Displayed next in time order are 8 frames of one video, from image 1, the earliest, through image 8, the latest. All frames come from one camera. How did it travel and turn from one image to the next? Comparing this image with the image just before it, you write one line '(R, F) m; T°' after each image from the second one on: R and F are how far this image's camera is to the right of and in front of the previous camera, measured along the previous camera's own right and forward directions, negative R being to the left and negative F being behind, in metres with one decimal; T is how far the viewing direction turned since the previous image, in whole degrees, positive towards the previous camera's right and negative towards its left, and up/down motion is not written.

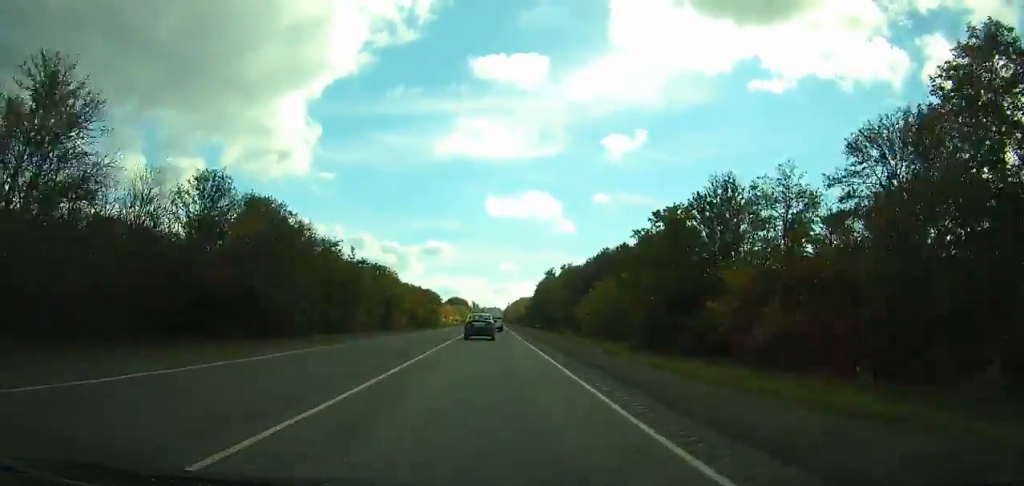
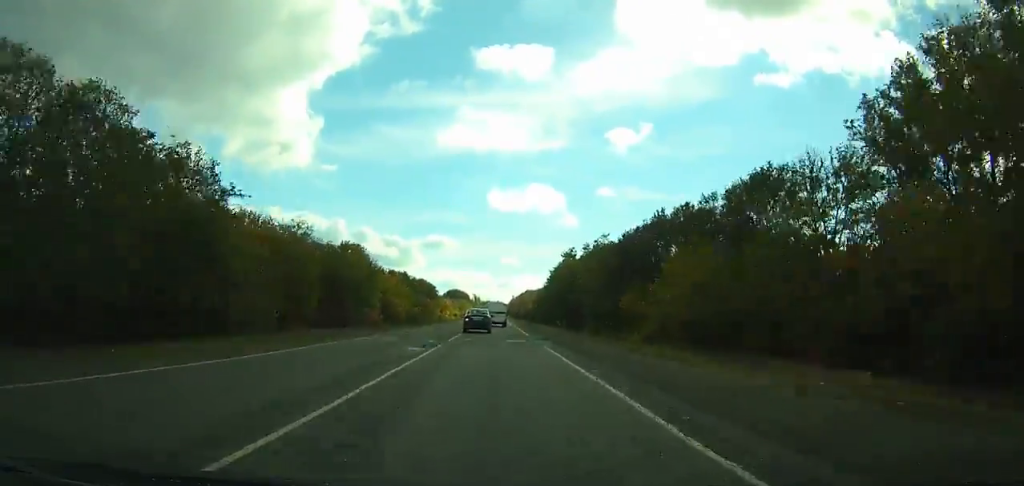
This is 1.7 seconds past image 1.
(-1.4, +37.1) m; +4°
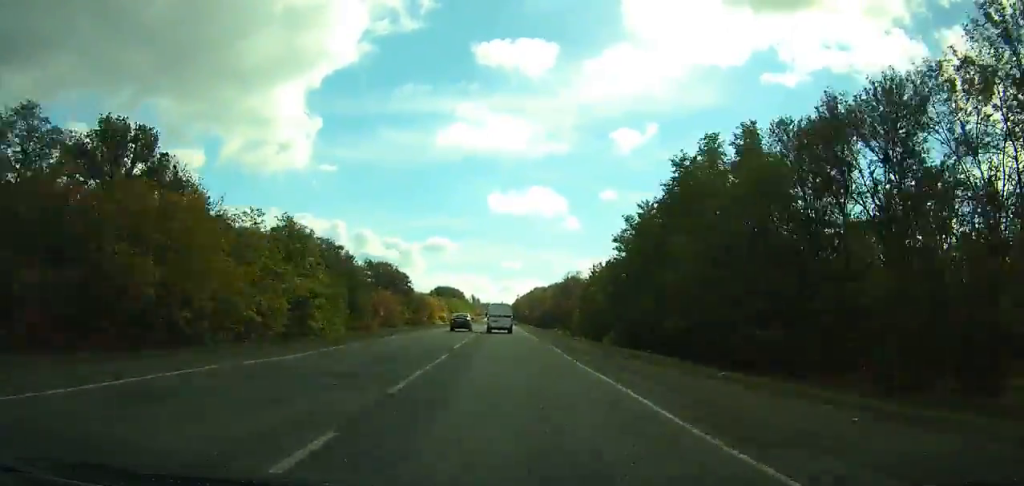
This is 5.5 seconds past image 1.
(+6.1, +81.4) m; -6°
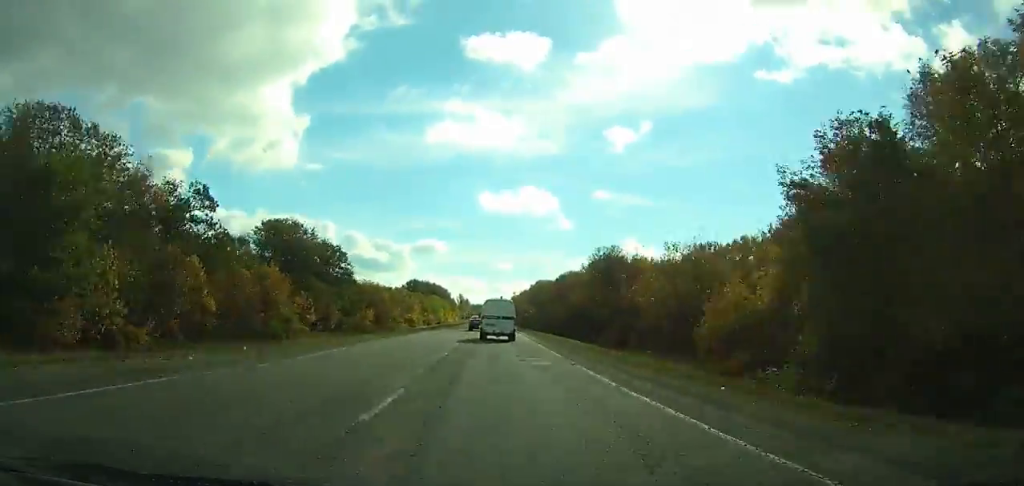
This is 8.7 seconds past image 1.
(-13.3, +72.4) m; -6°
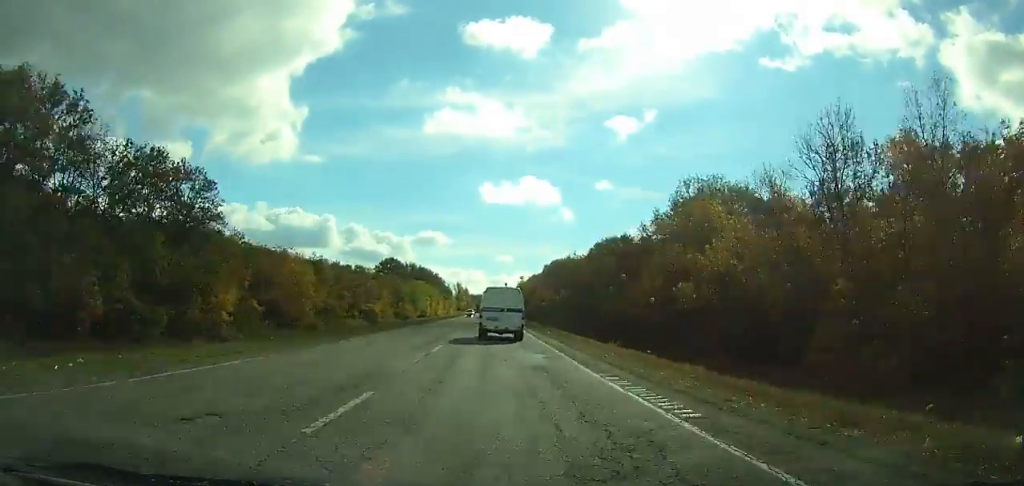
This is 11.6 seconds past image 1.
(+5.2, +64.4) m; +5°
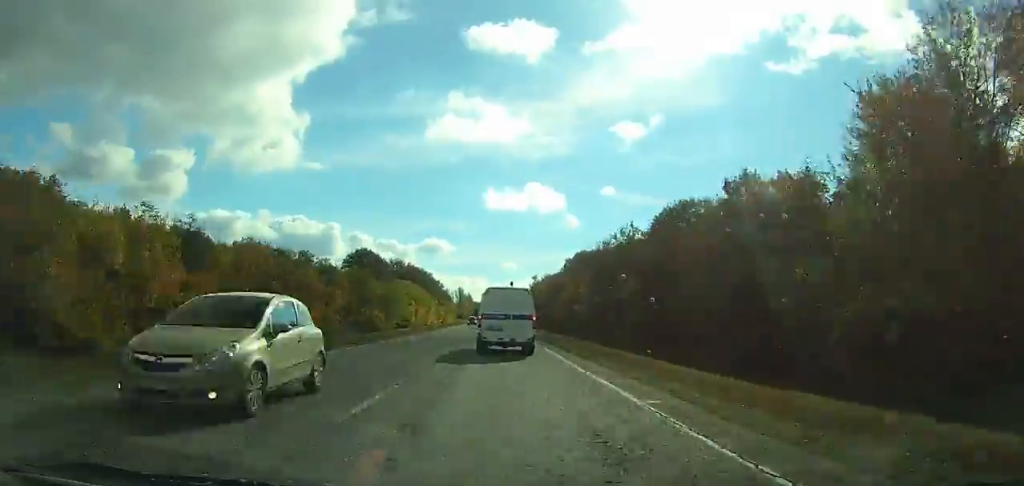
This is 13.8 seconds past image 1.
(+0.6, +47.7) m; 0°
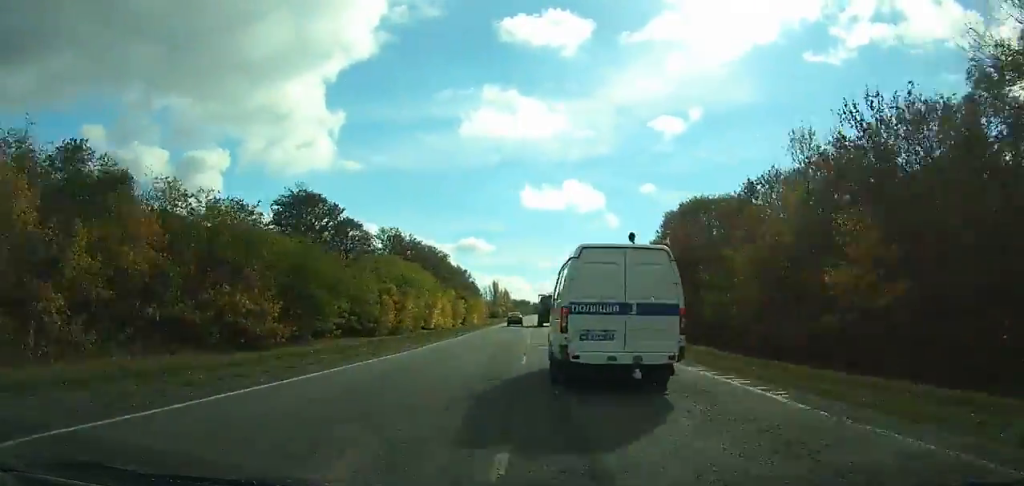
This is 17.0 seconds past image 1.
(-0.6, +69.3) m; -1°
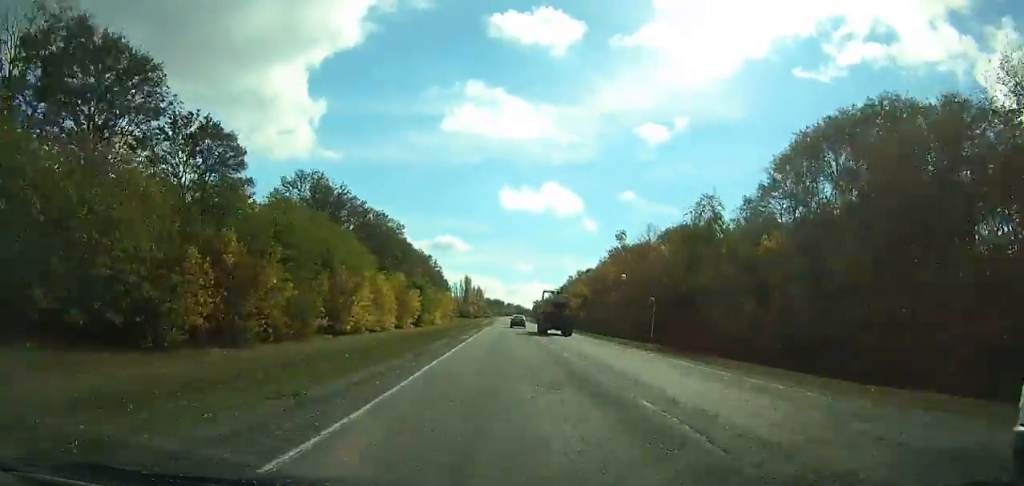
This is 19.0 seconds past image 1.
(-0.1, +45.1) m; +1°
